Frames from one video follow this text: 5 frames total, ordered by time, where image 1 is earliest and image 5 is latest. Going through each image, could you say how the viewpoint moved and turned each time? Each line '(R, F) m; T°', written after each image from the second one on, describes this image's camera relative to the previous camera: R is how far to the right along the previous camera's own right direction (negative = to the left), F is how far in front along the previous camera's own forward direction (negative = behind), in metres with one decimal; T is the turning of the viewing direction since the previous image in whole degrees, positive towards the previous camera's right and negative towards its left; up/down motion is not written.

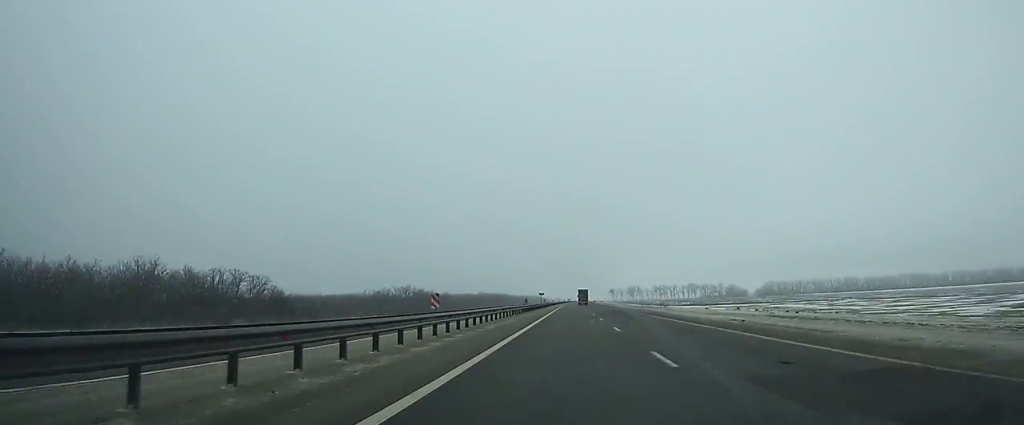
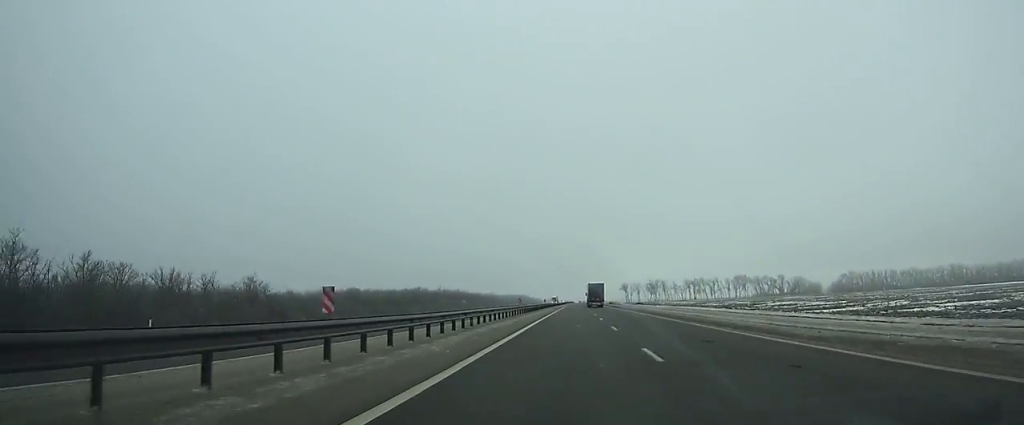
(+0.5, +167.7) m; +1°
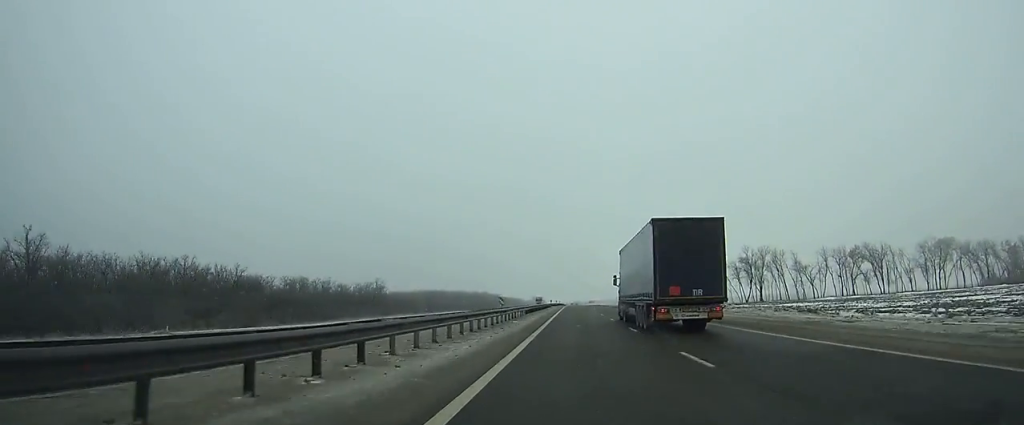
(+2.1, +216.5) m; +1°
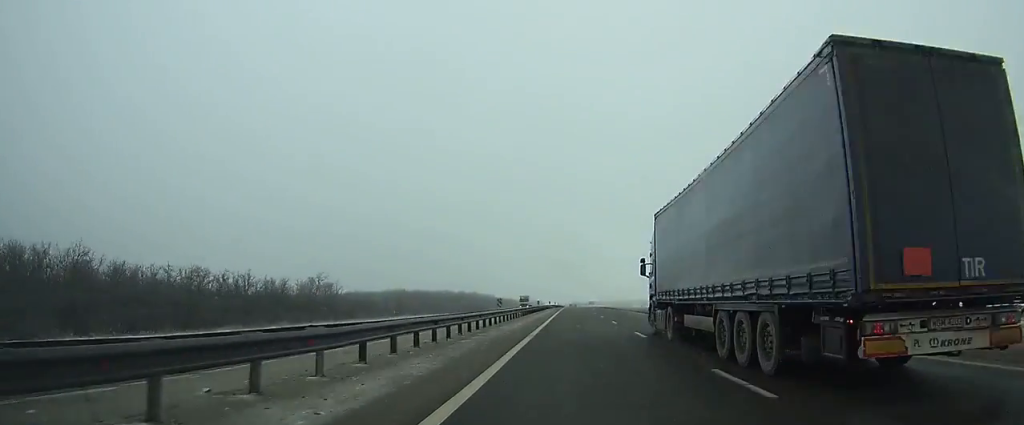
(0.0, +38.9) m; 0°
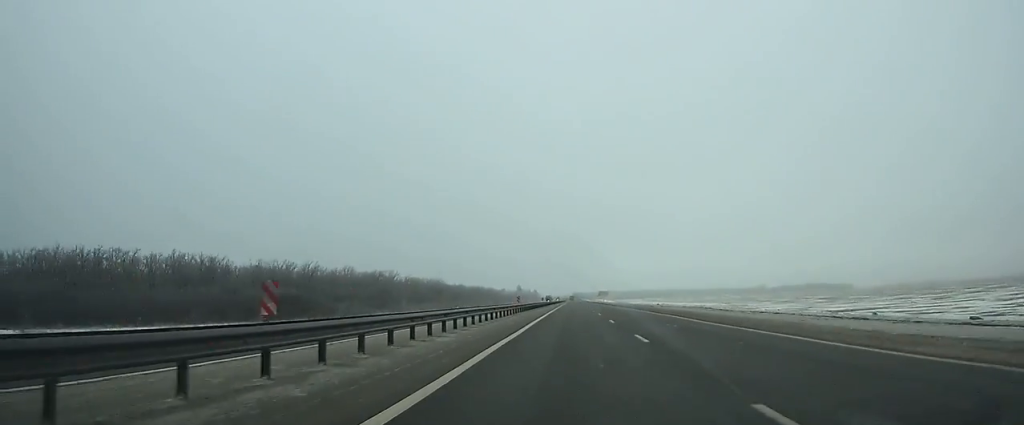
(+0.5, +180.2) m; 0°
